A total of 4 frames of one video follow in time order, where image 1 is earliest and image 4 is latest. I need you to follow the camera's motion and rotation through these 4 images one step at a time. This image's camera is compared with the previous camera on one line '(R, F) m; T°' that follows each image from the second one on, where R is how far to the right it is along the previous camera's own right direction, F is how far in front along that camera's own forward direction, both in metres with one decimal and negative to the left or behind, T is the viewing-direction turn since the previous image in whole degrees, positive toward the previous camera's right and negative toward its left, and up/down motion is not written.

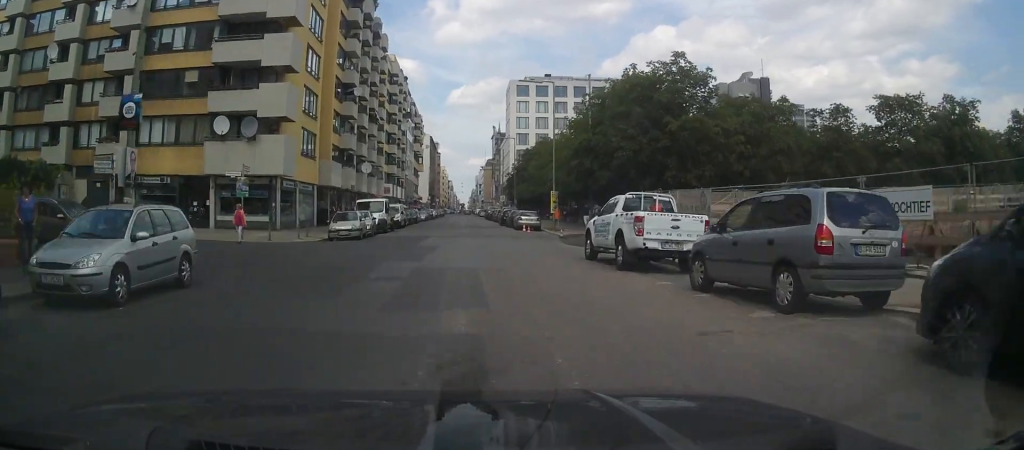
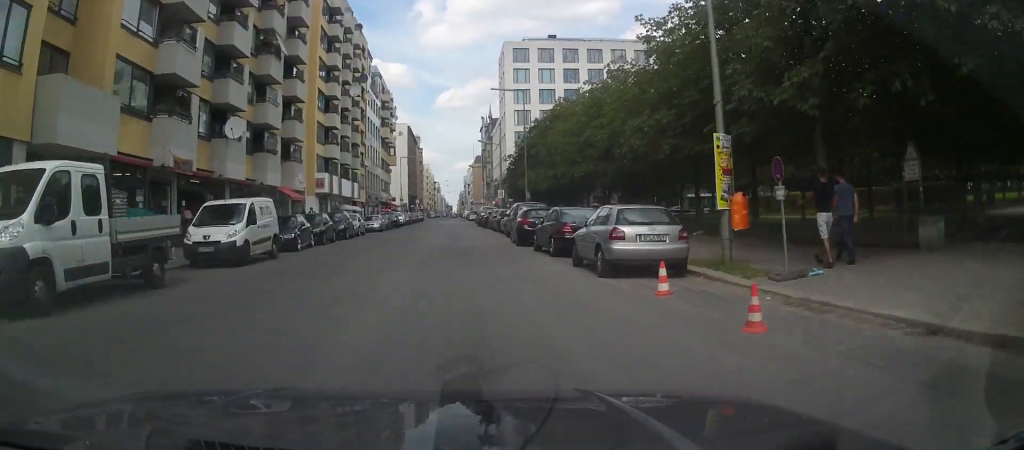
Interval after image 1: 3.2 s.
(+0.5, +33.1) m; +2°
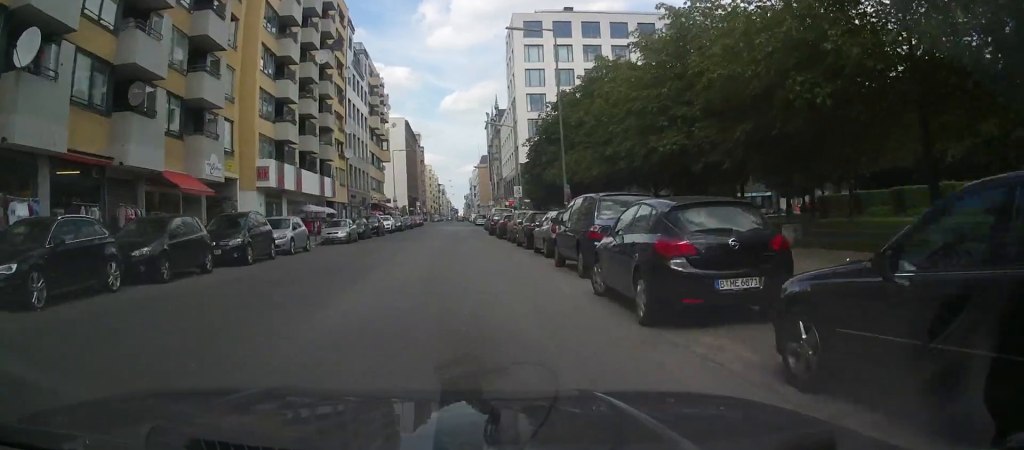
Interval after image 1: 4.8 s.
(-0.3, +17.3) m; -2°
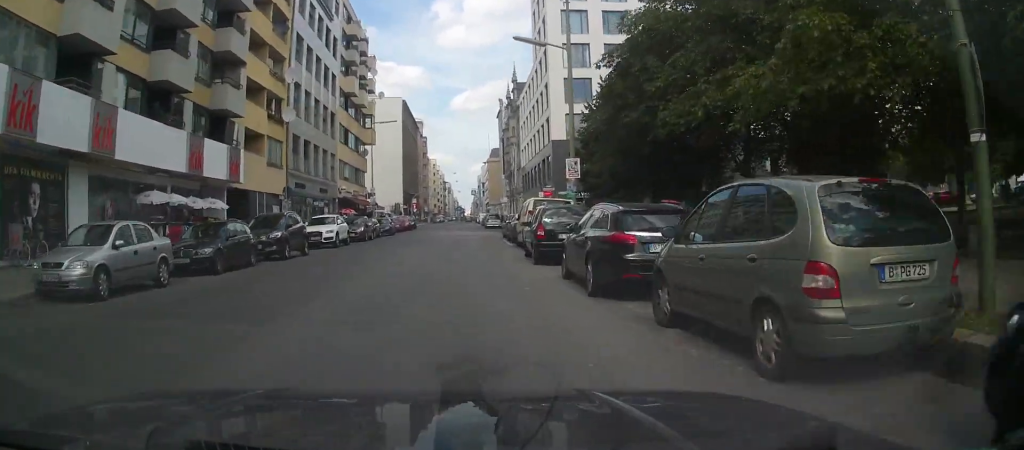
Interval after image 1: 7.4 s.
(+0.3, +26.4) m; +2°
